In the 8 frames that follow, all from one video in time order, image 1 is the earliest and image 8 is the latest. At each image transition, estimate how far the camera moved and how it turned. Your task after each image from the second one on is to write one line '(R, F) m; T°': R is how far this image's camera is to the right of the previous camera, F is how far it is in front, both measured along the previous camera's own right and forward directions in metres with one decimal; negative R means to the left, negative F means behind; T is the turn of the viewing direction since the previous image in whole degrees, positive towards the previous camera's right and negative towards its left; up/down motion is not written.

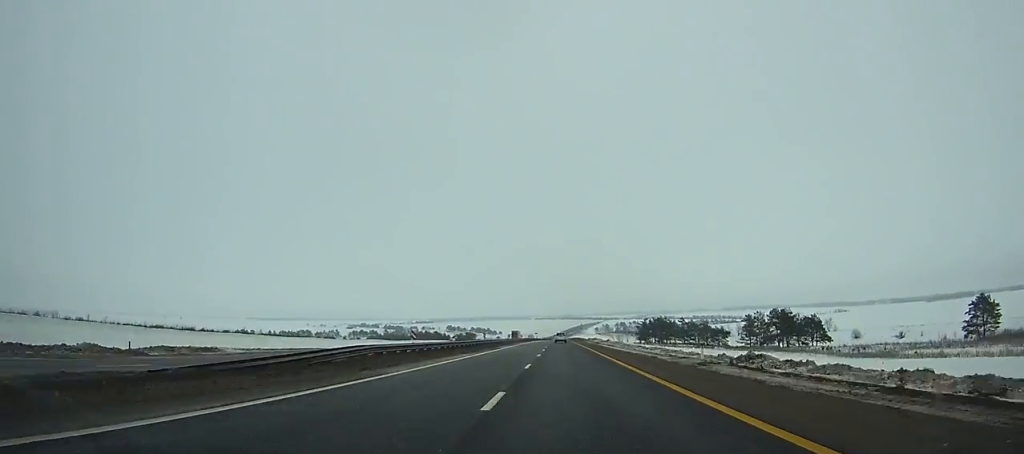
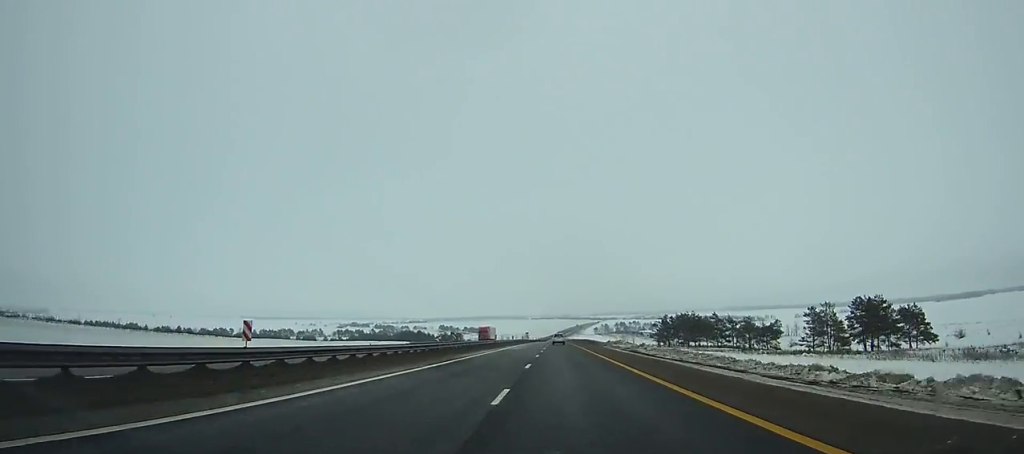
(+0.1, +46.4) m; 0°
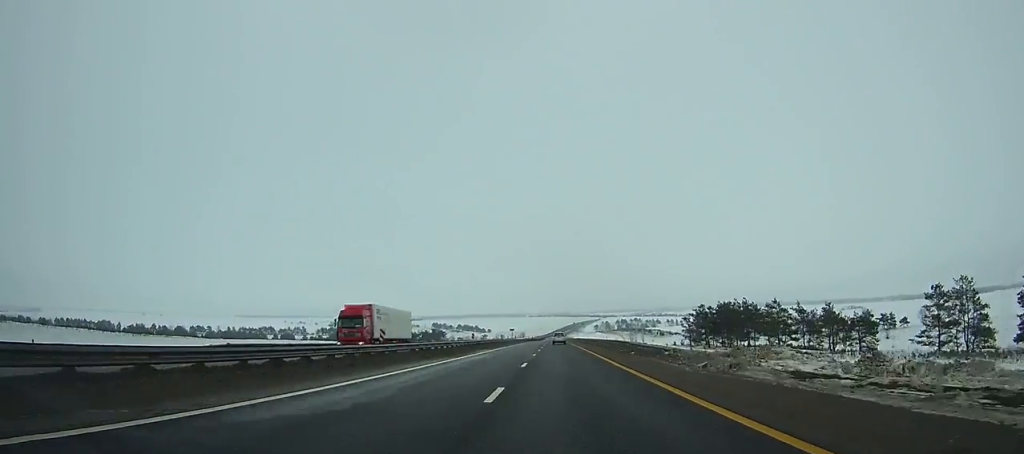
(0.0, +46.2) m; 0°
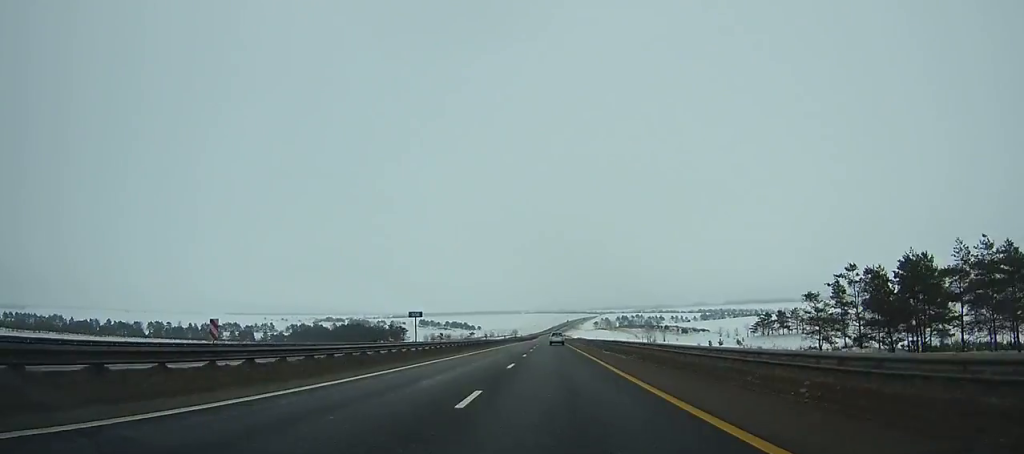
(+0.2, +69.9) m; 0°
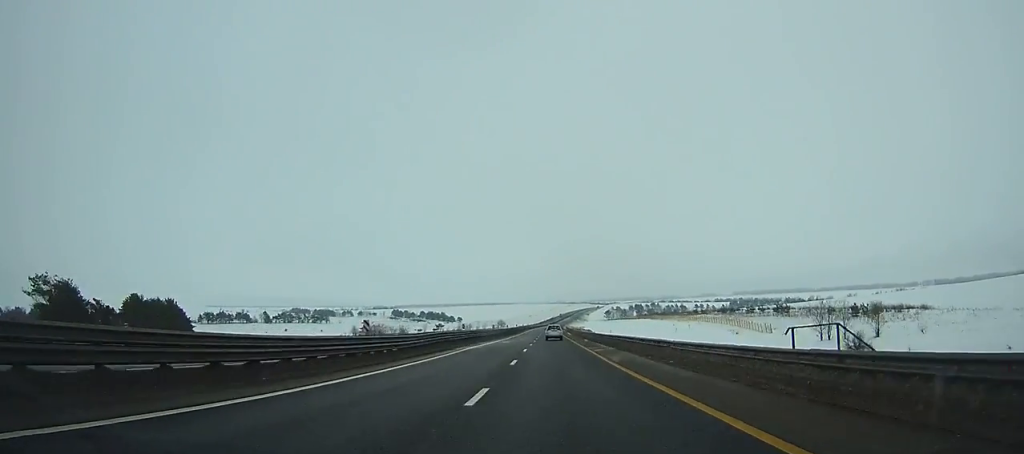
(-0.1, +160.9) m; 0°
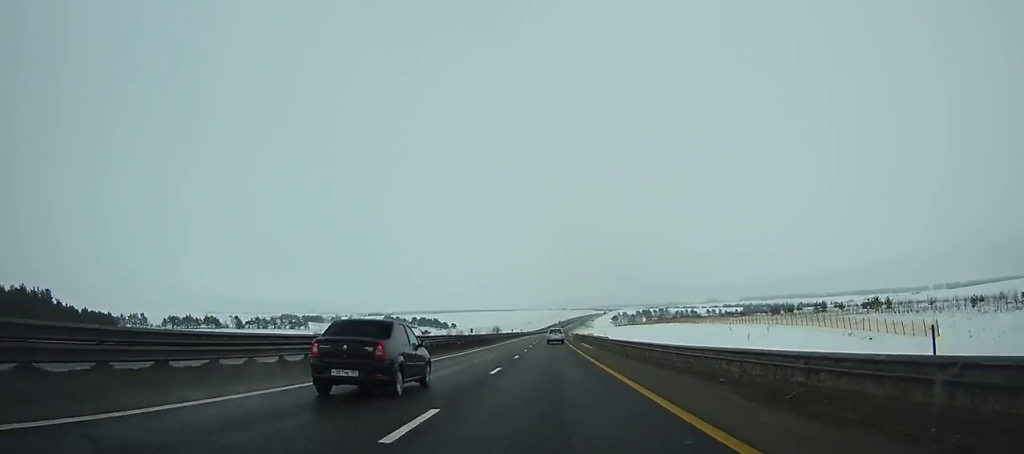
(+0.1, +48.5) m; 0°
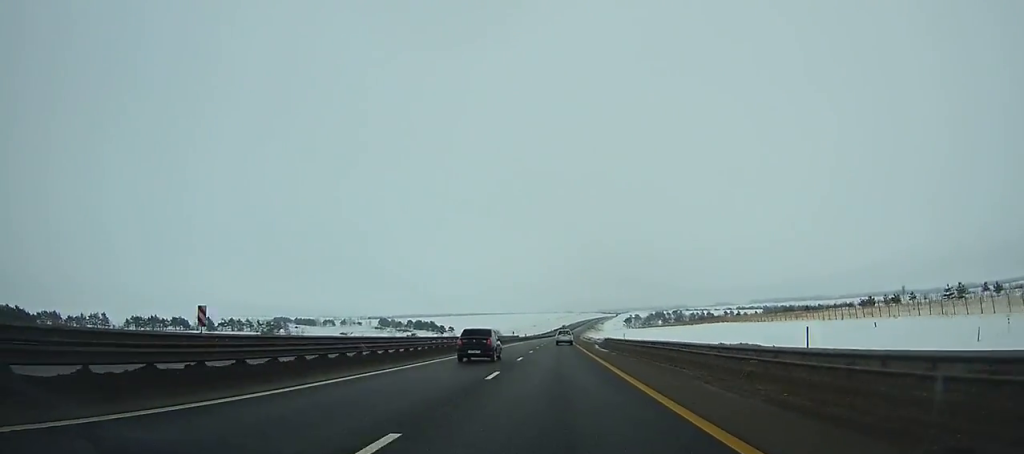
(0.0, +48.1) m; 0°
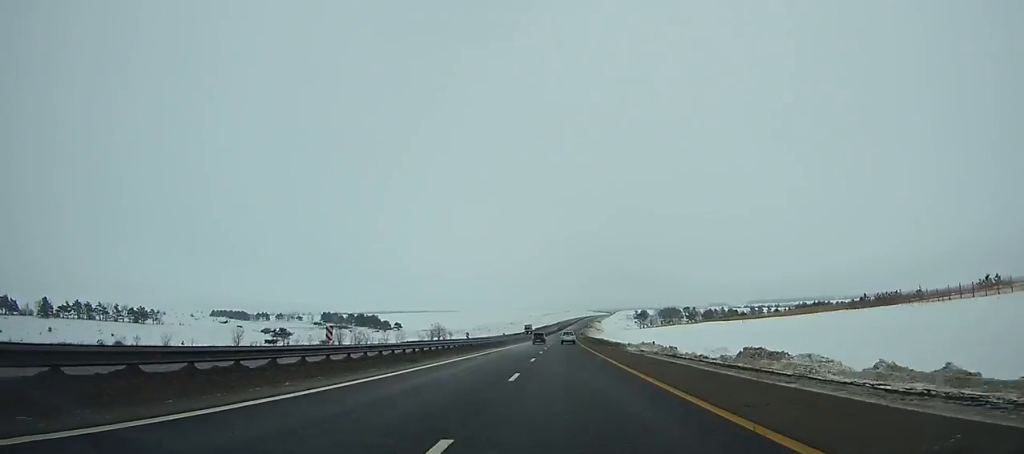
(+1.5, +142.3) m; +2°
